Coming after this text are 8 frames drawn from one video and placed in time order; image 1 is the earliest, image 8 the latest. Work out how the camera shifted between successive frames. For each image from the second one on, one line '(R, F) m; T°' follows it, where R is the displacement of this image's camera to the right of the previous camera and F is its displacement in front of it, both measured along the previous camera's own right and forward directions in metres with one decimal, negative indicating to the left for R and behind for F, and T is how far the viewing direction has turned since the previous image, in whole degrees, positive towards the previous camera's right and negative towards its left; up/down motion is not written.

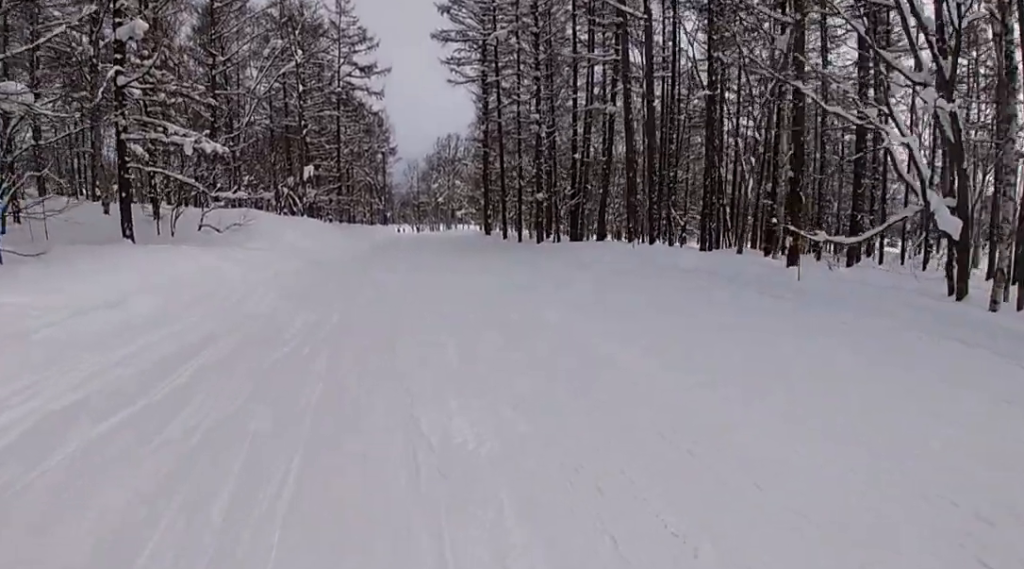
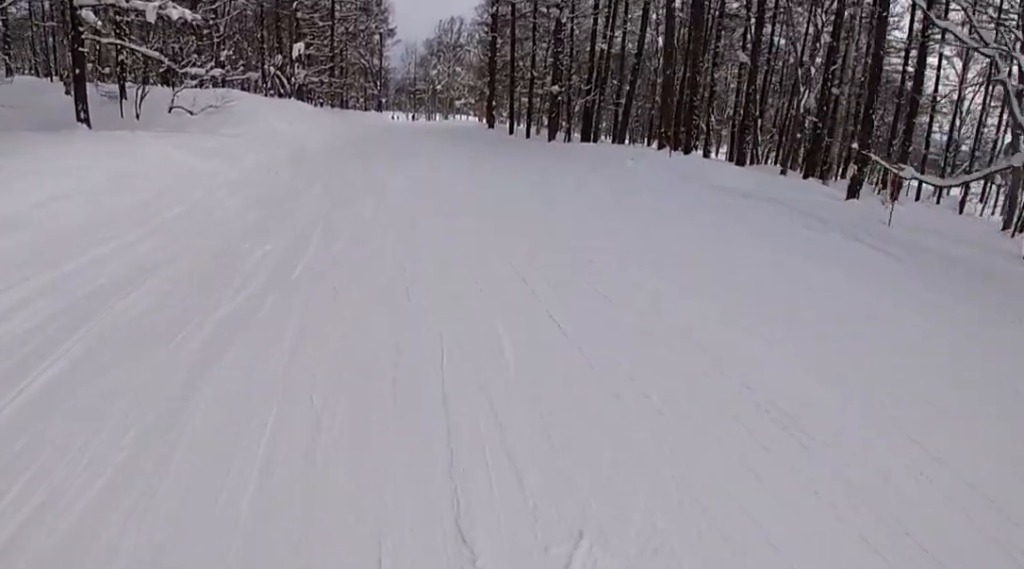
(+0.8, +3.0) m; +12°
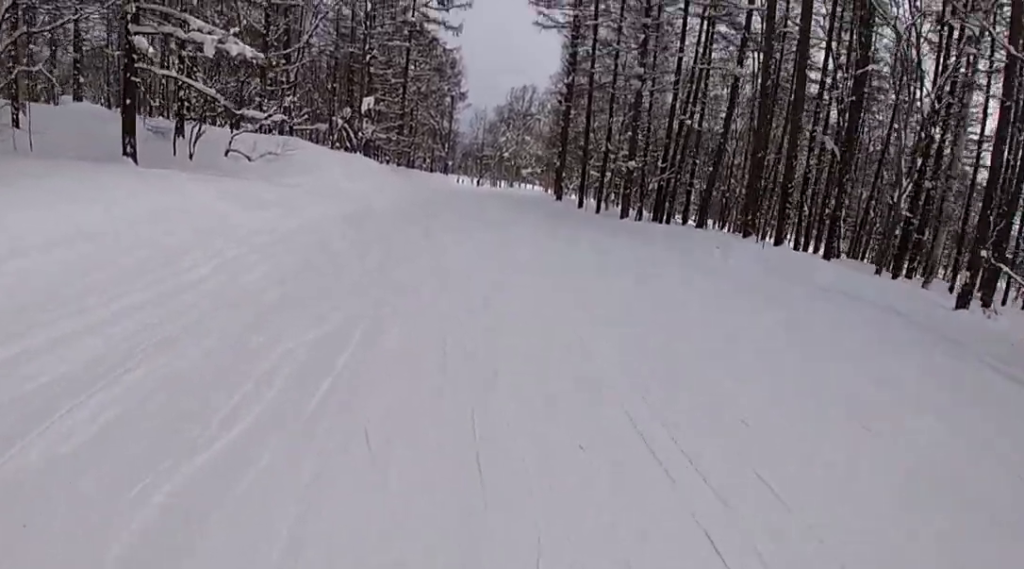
(+0.2, +2.2) m; +8°
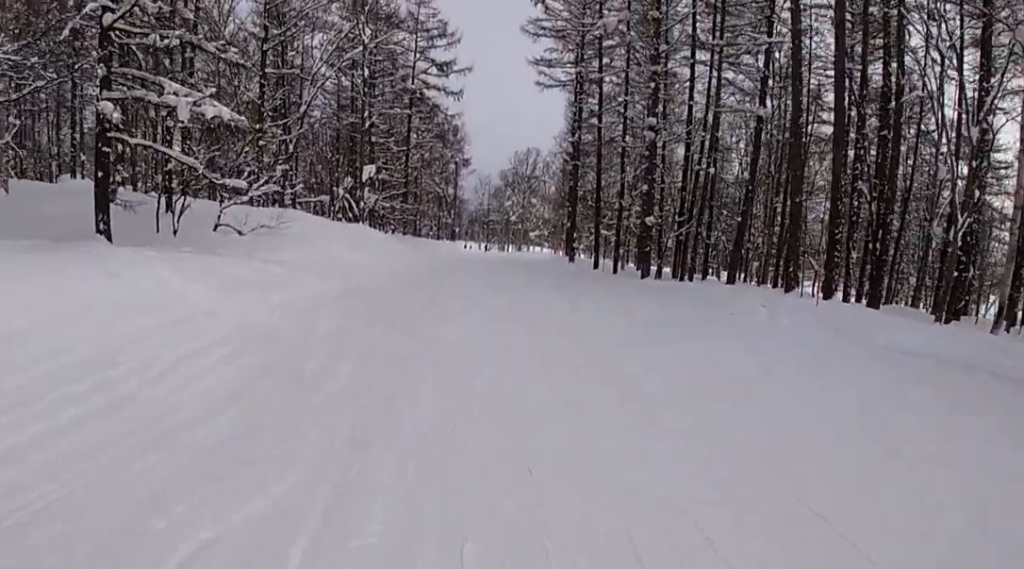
(0.0, +2.6) m; +10°
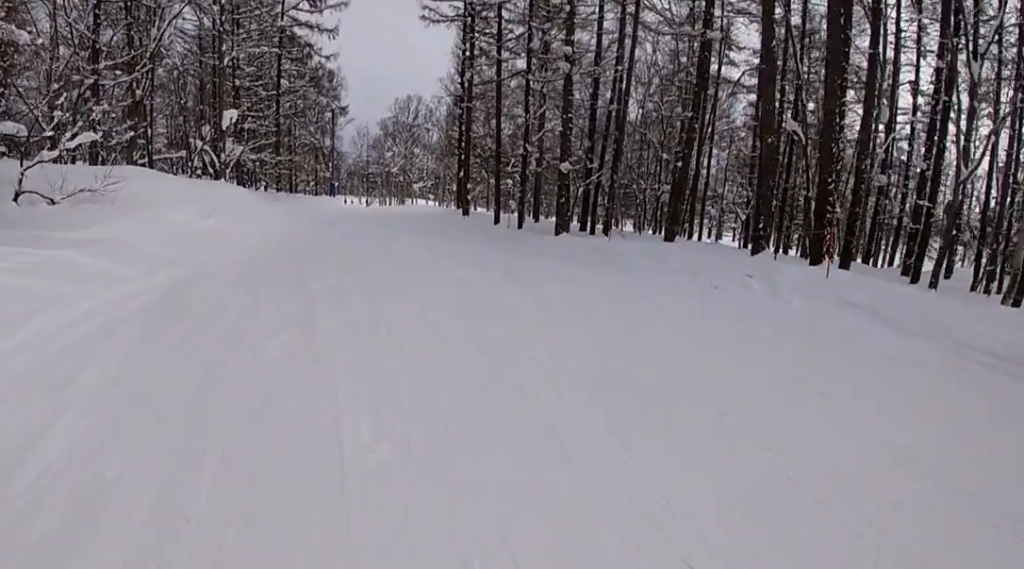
(+1.3, +5.3) m; +7°
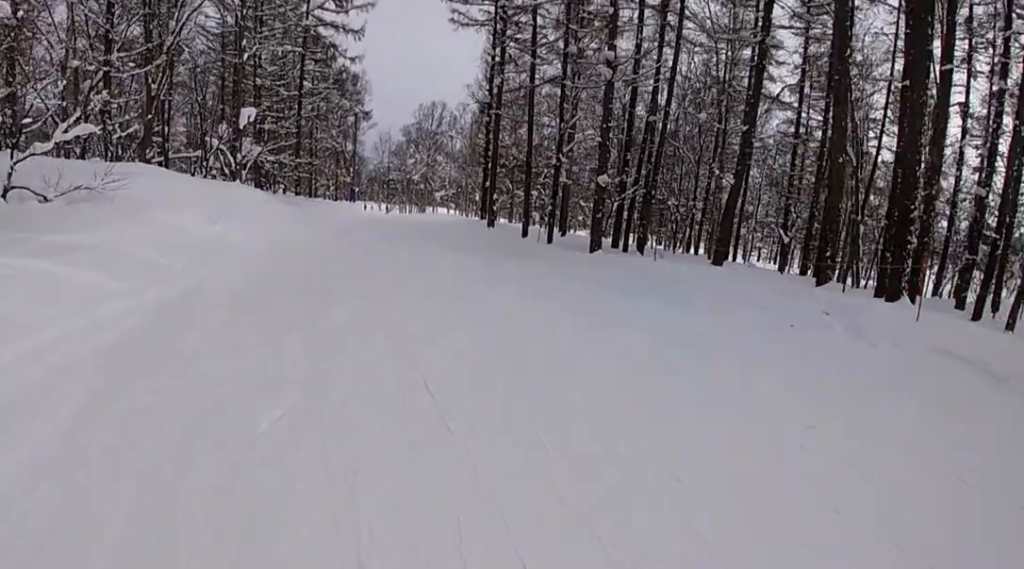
(-0.1, +2.0) m; -5°
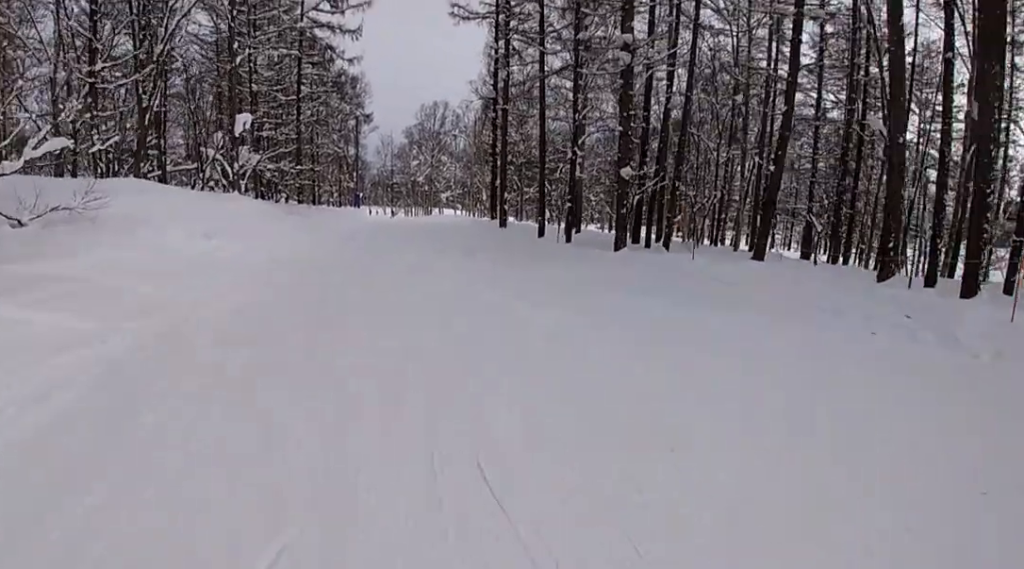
(-0.4, +1.9) m; -7°
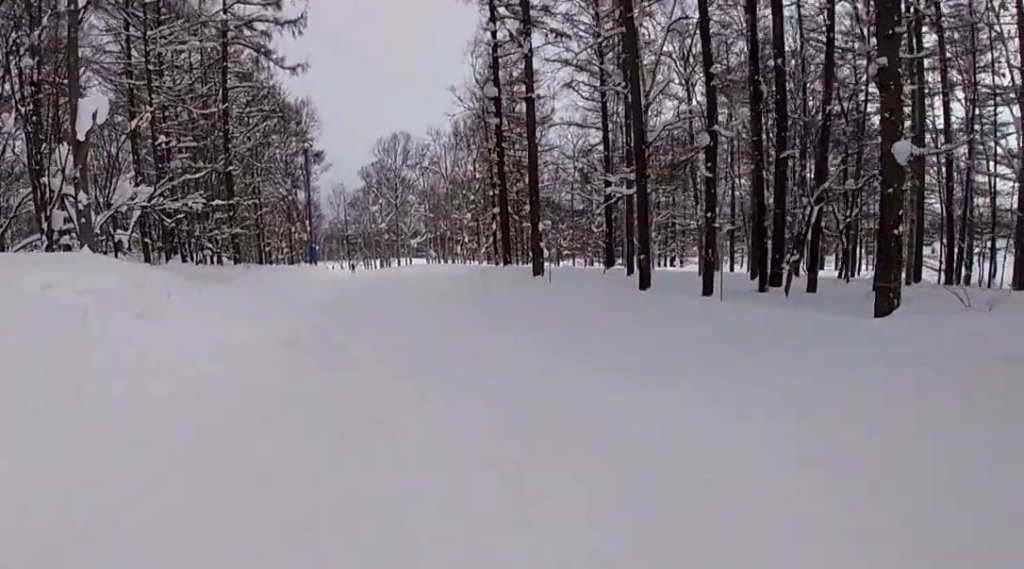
(-1.9, +15.9) m; -4°
